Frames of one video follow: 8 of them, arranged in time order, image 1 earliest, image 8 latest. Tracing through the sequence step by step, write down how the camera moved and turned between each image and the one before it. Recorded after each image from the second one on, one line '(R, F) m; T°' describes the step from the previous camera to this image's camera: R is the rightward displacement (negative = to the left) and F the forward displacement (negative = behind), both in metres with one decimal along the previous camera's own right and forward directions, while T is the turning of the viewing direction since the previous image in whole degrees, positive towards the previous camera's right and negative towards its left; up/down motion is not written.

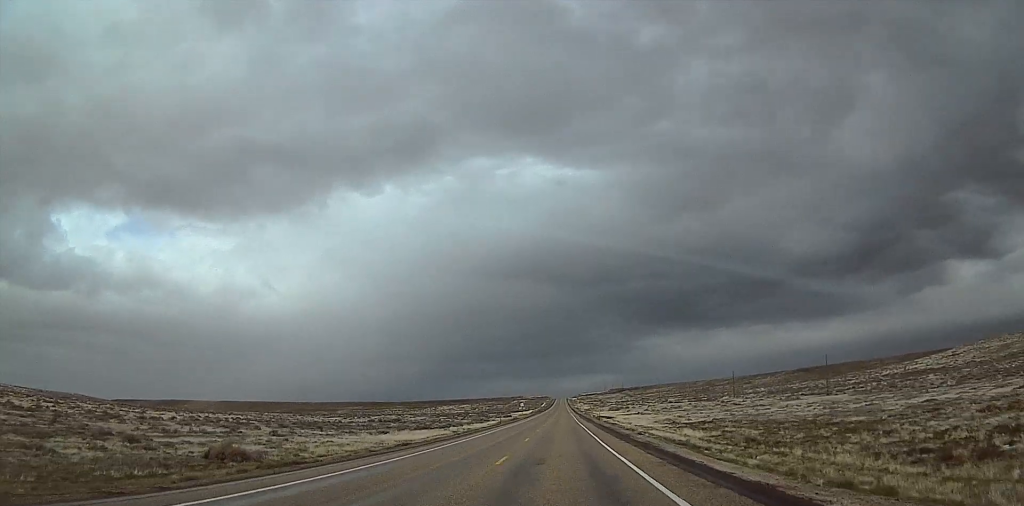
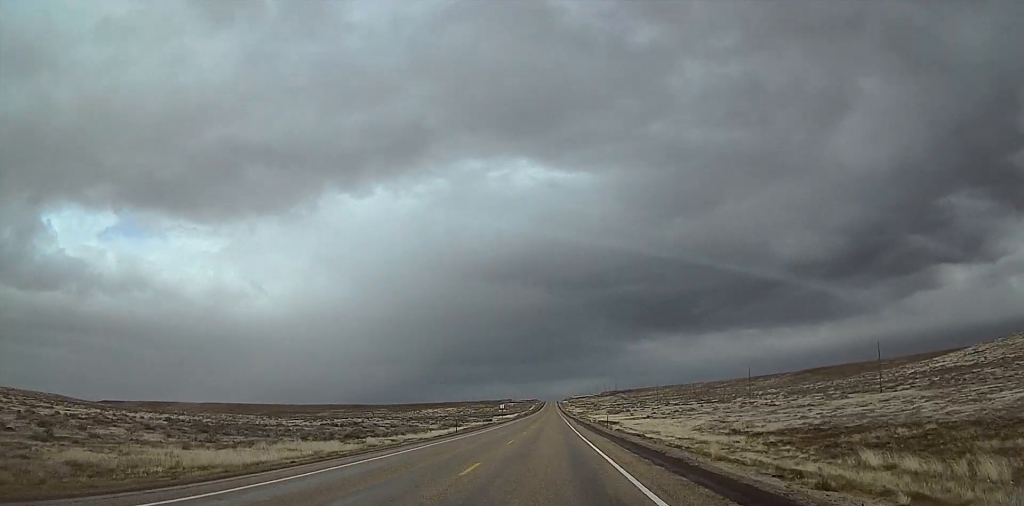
(0.0, +33.9) m; 0°
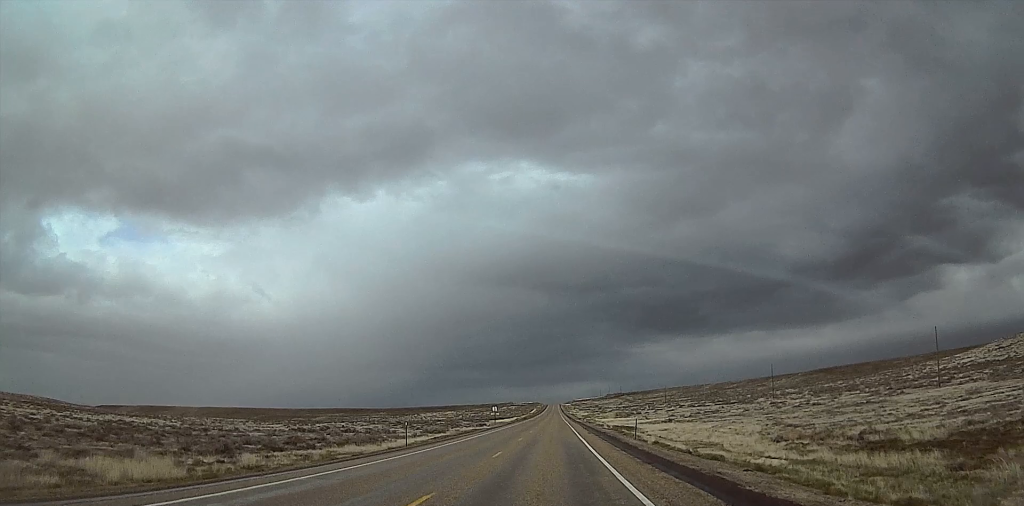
(0.0, +22.1) m; +2°
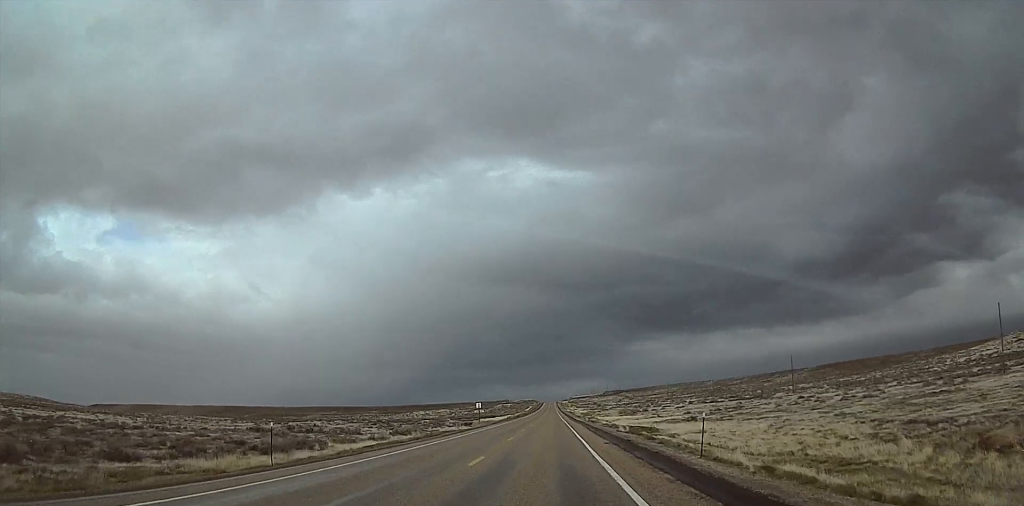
(+0.6, +20.6) m; 0°
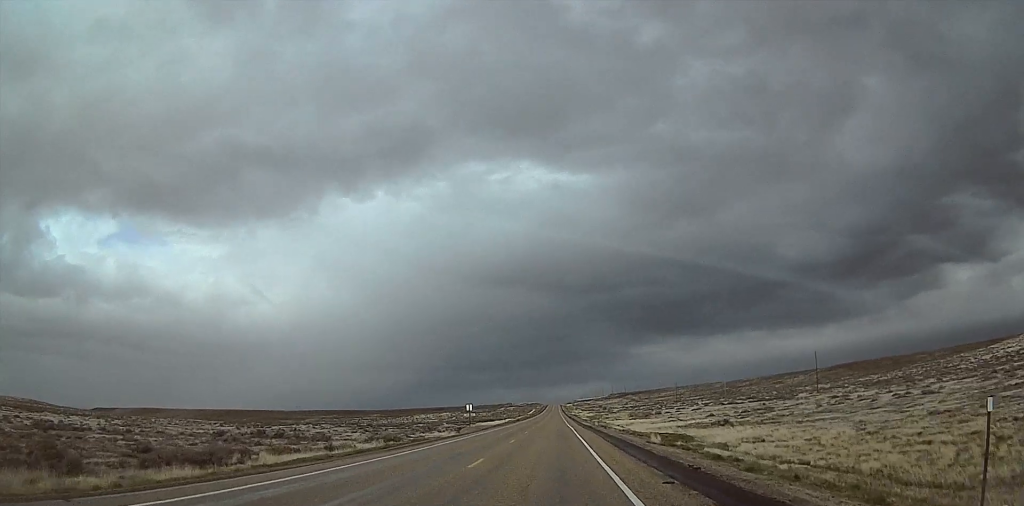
(+0.3, +15.5) m; -1°
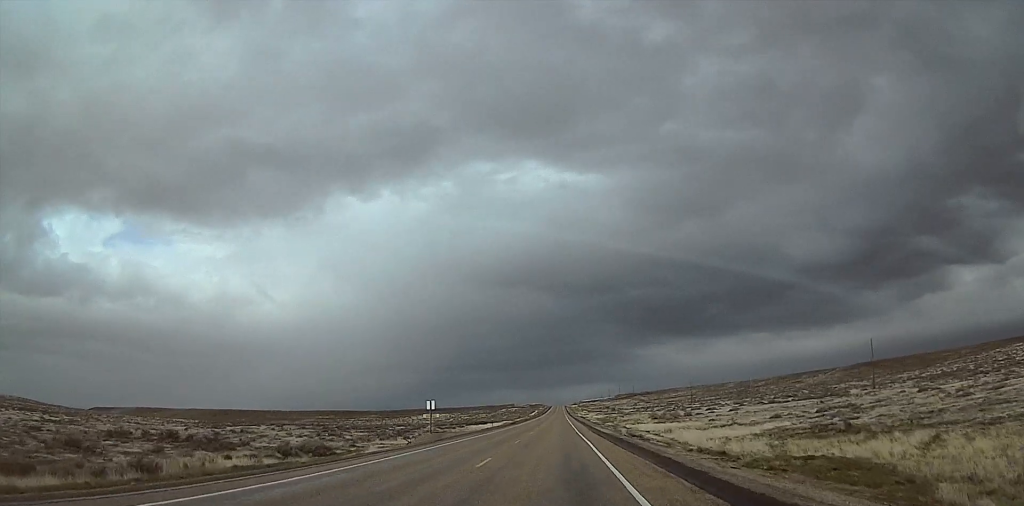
(-1.2, +30.3) m; -2°
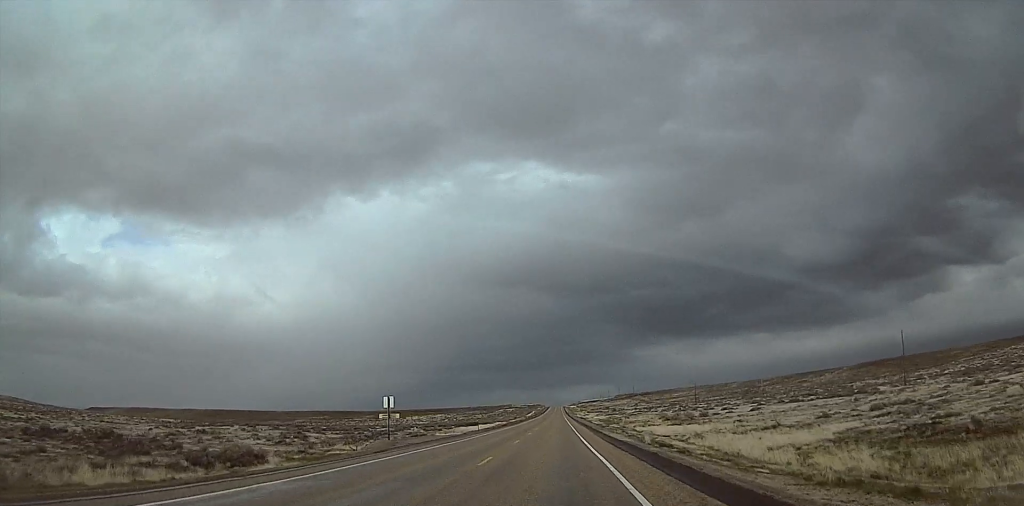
(+0.1, +14.6) m; 0°
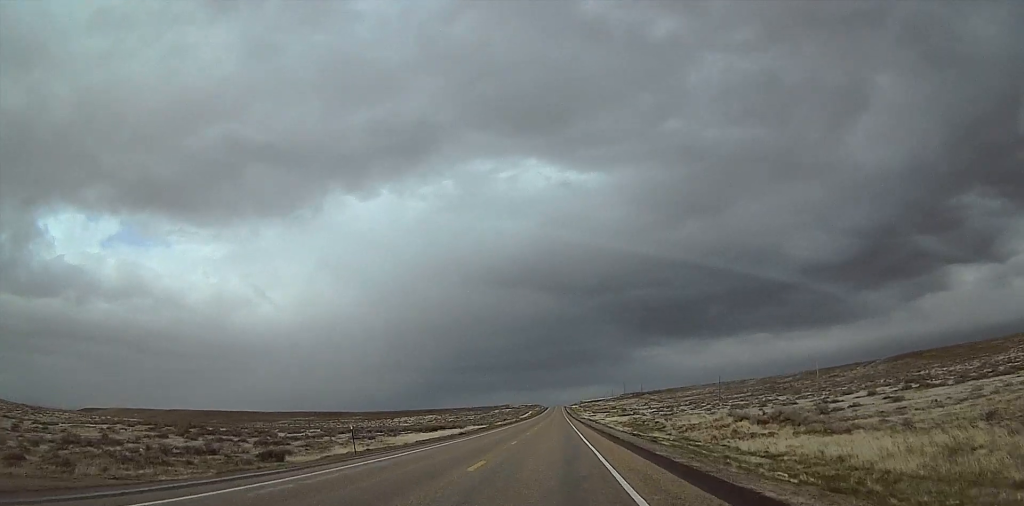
(+0.1, +48.0) m; +2°
